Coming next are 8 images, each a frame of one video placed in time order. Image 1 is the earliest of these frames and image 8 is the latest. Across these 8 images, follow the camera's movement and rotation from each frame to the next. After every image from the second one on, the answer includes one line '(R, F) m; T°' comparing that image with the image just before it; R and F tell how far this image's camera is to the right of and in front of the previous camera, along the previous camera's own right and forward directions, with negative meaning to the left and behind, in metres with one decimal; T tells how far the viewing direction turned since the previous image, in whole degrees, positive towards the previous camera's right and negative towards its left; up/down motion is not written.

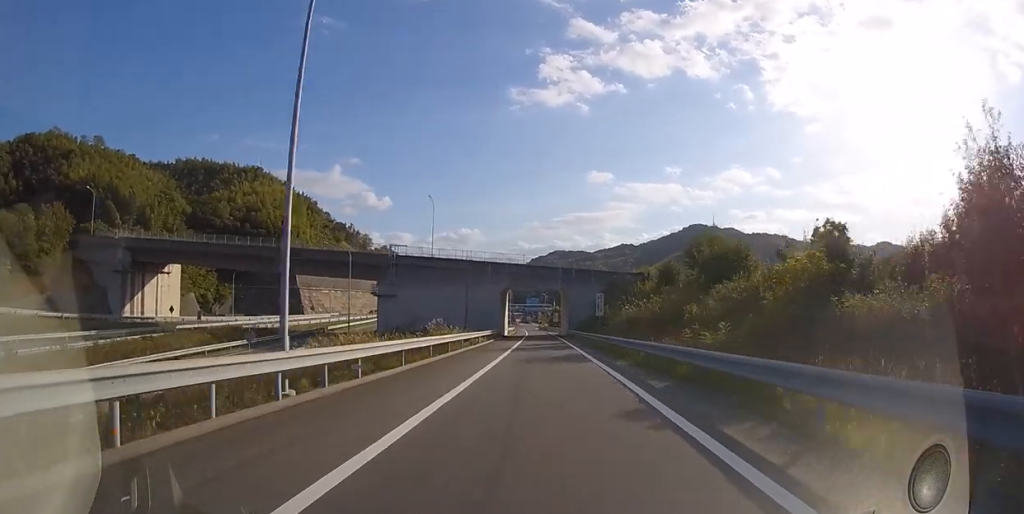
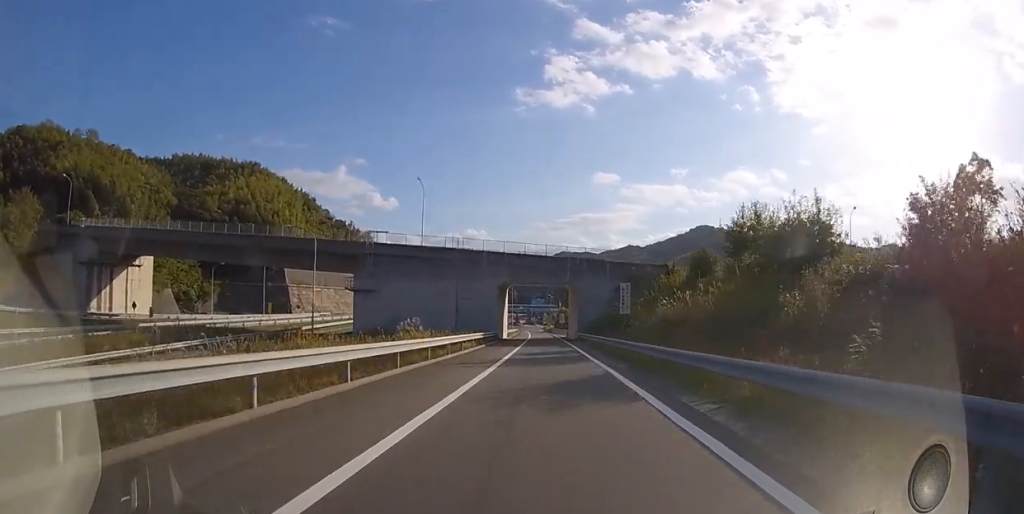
(-0.3, +8.8) m; -2°
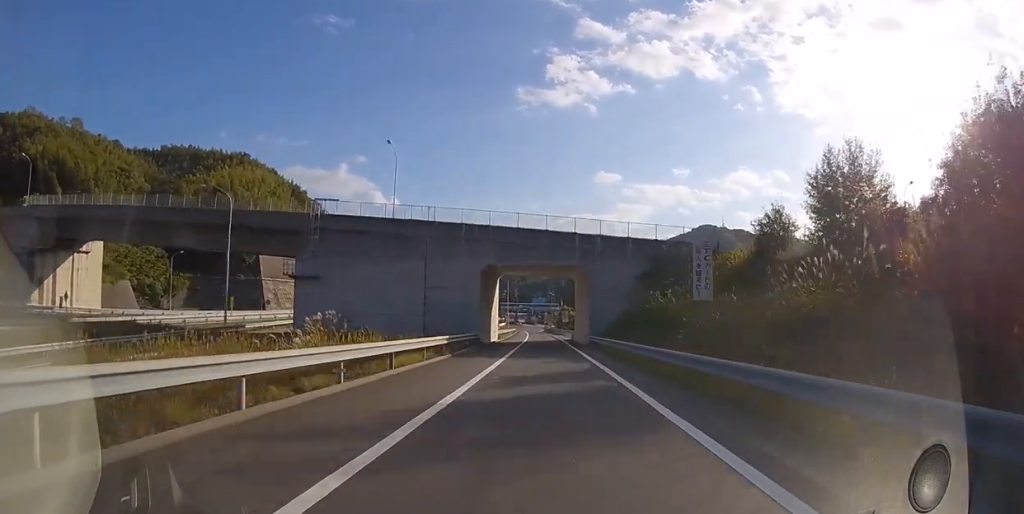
(-0.3, +11.9) m; -2°
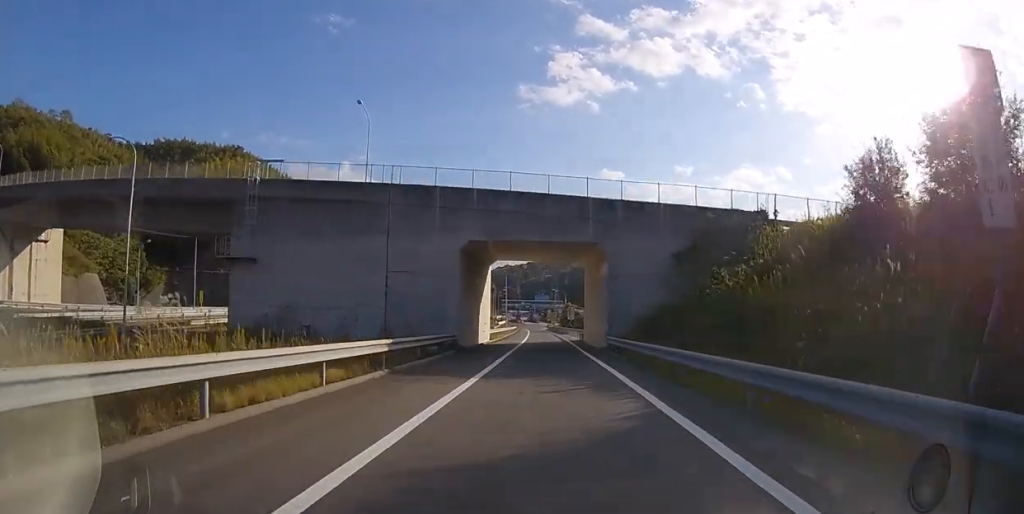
(-0.1, +9.1) m; -1°
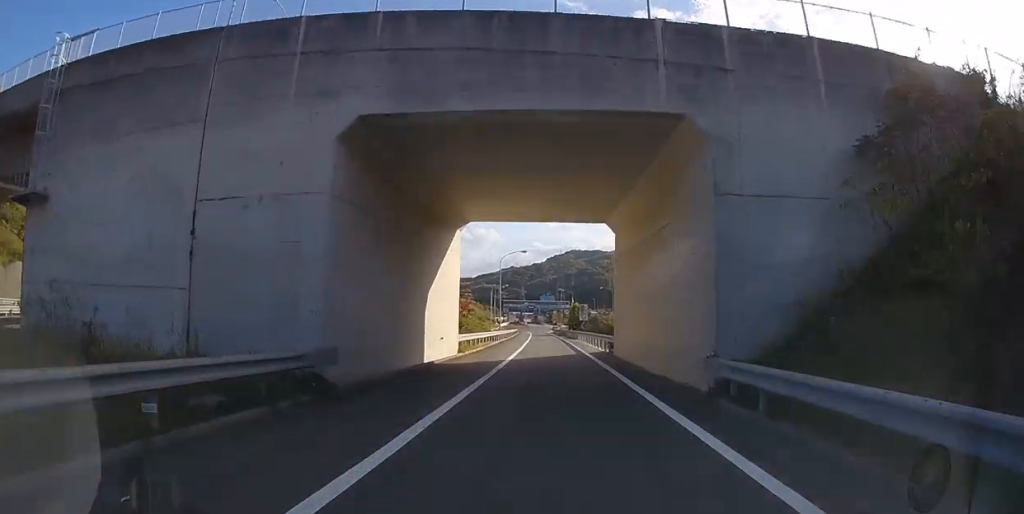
(-0.1, +15.8) m; 0°
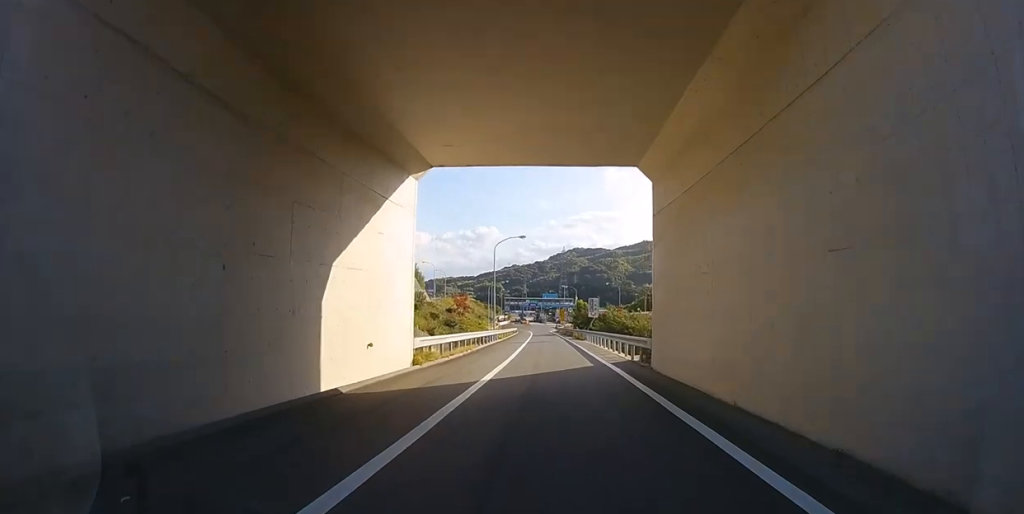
(0.0, +8.7) m; 0°
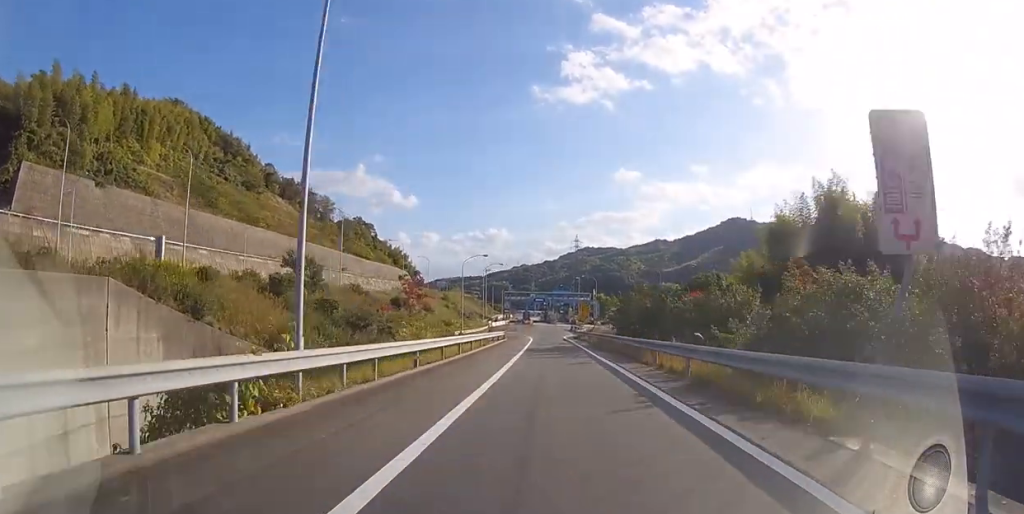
(-0.4, +39.0) m; -2°
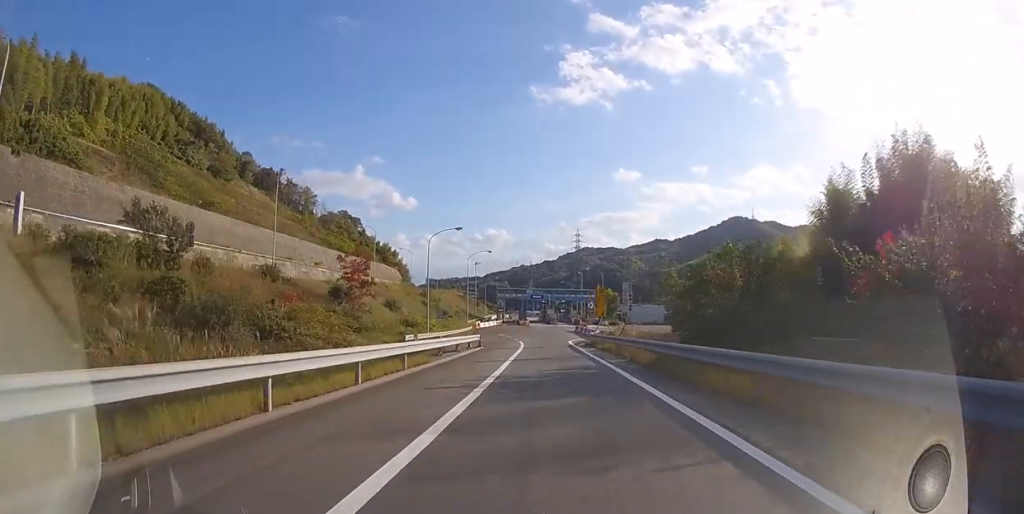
(0.0, +17.4) m; 0°
